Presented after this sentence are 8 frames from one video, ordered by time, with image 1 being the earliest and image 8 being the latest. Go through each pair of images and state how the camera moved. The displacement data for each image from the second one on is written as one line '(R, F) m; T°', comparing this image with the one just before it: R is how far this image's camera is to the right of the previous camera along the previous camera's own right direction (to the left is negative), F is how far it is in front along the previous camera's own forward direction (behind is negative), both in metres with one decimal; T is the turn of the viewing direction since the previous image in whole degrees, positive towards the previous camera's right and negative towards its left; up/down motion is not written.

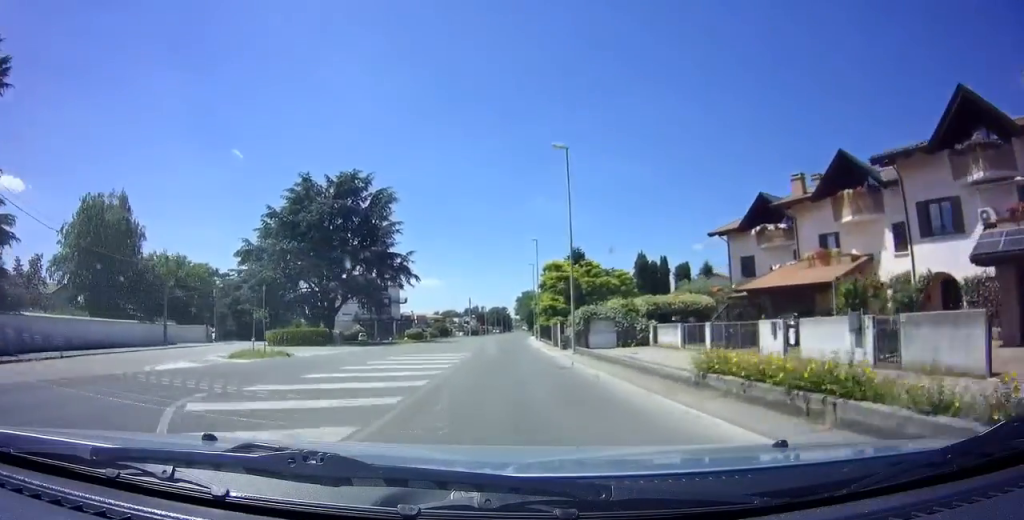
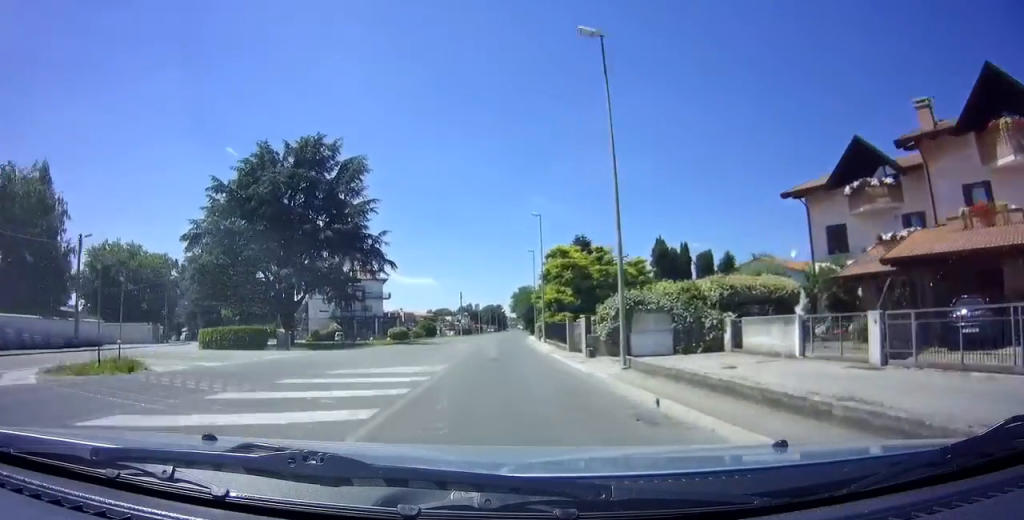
(0.0, +11.3) m; 0°
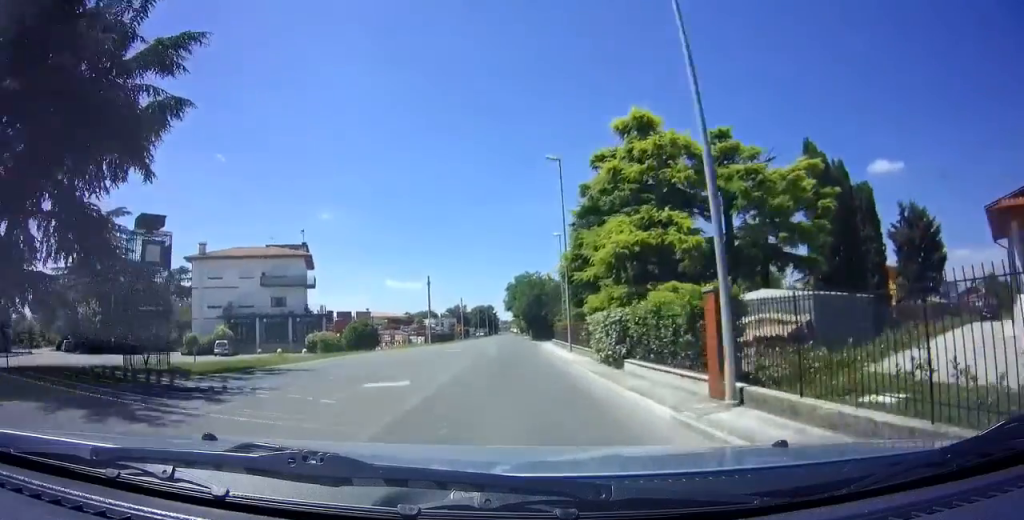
(-0.1, +34.5) m; 0°
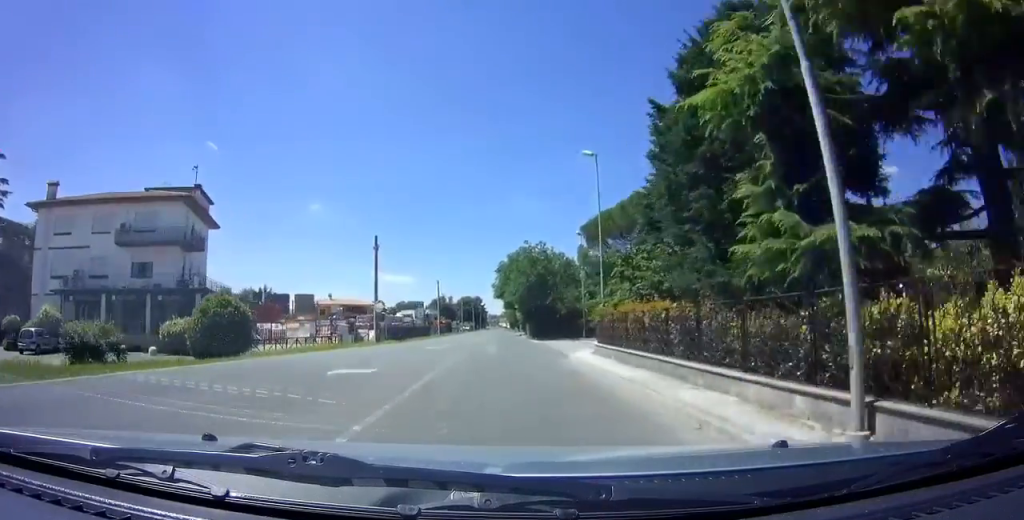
(+0.4, +22.2) m; +1°
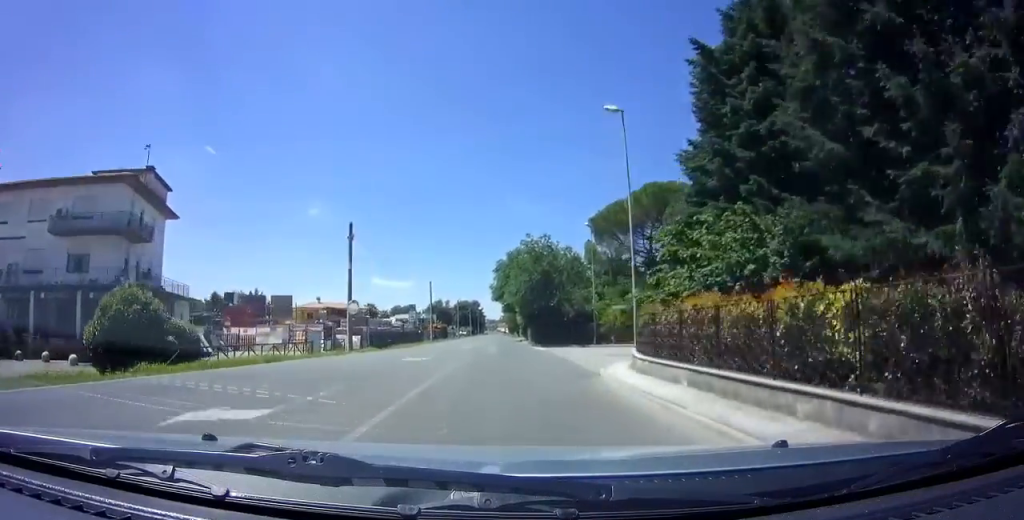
(0.0, +6.5) m; 0°
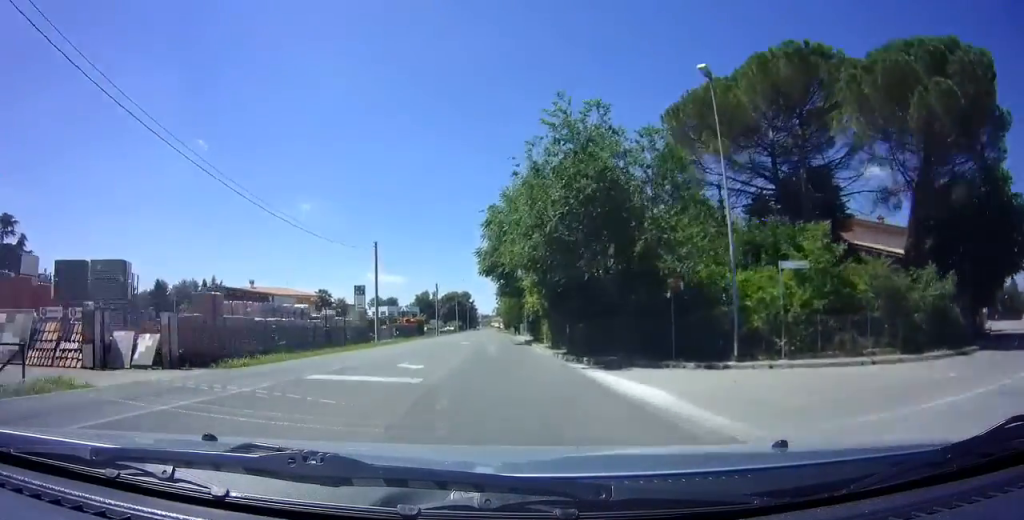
(0.0, +28.0) m; +1°
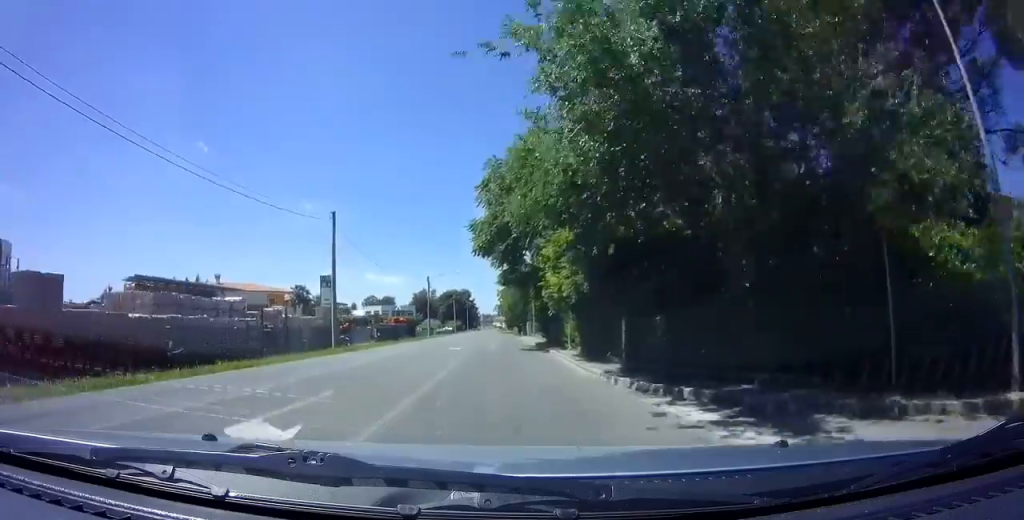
(0.0, +11.1) m; -1°
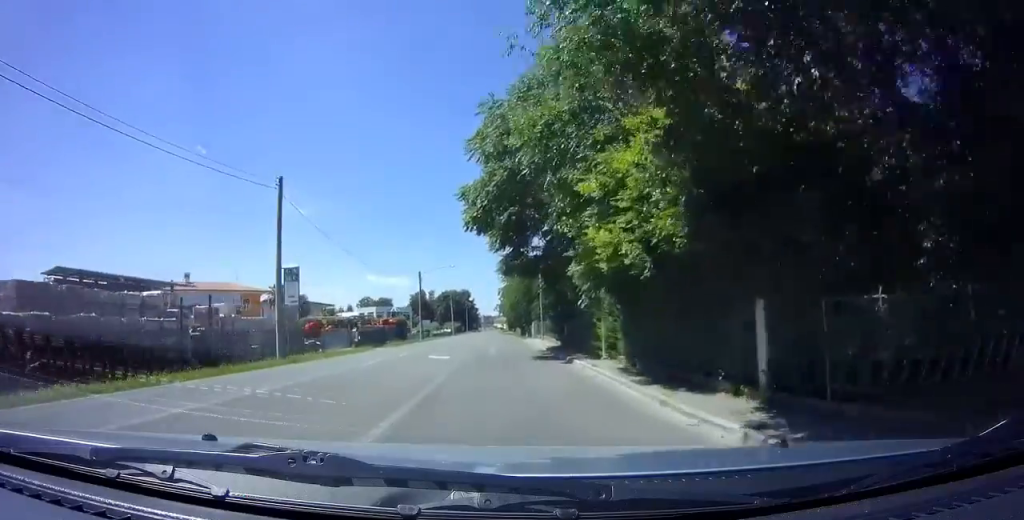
(+0.1, +8.3) m; -1°
